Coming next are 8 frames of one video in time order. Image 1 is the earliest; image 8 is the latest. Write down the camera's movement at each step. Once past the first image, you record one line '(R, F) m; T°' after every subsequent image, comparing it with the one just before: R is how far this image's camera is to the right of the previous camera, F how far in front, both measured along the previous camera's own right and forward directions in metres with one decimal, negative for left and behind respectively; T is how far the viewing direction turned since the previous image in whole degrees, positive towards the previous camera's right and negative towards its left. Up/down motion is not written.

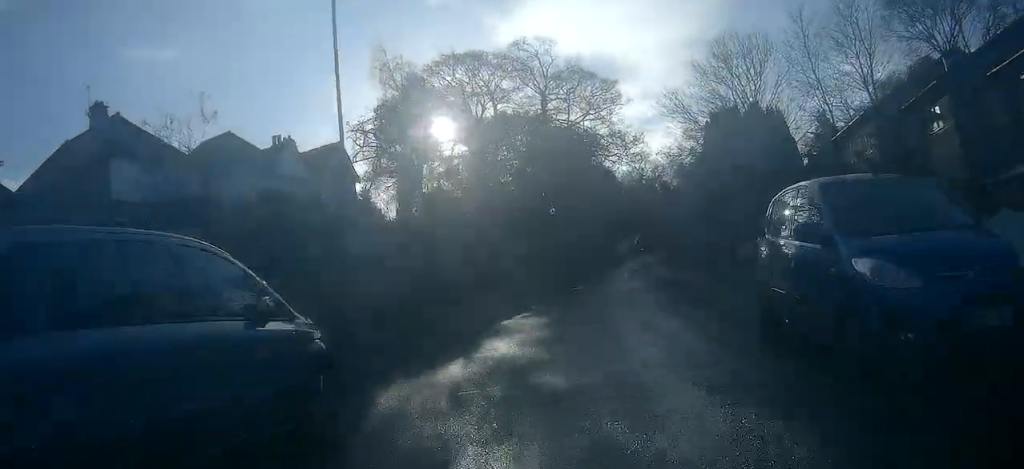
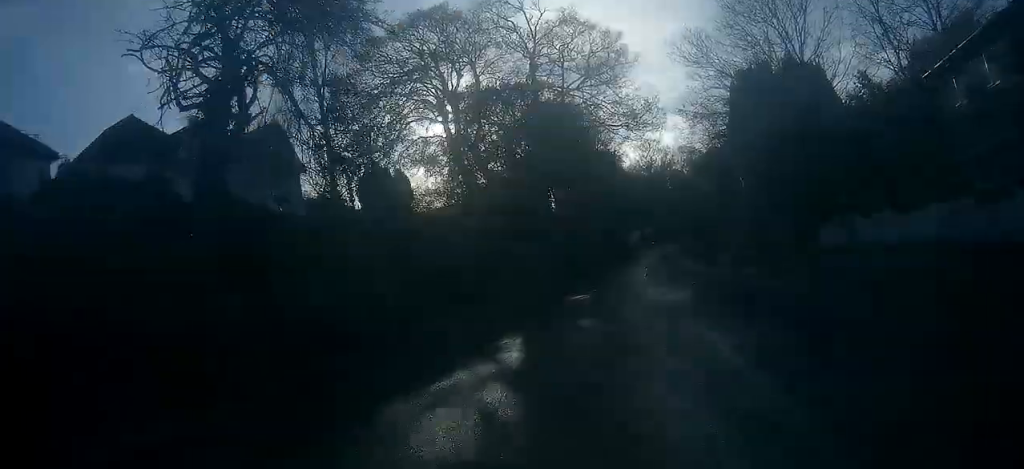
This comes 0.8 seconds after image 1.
(0.0, +9.2) m; 0°
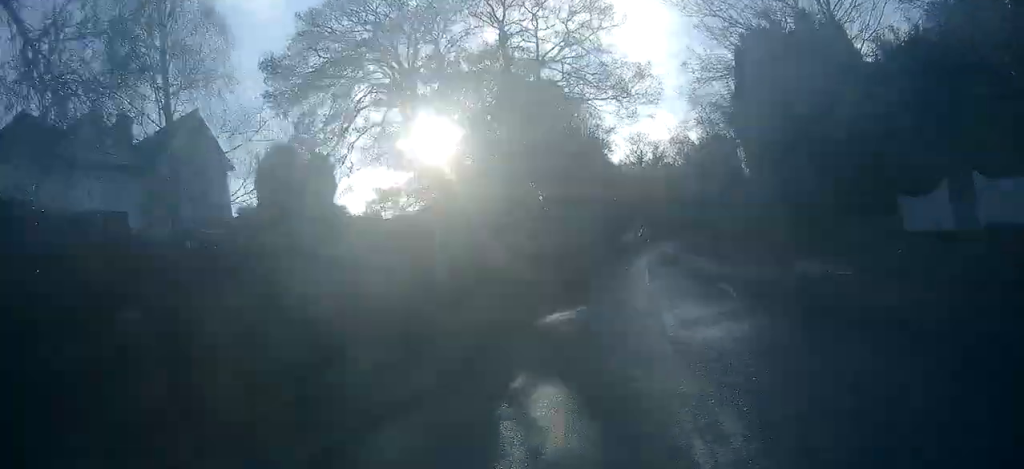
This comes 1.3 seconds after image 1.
(0.0, +6.4) m; +1°
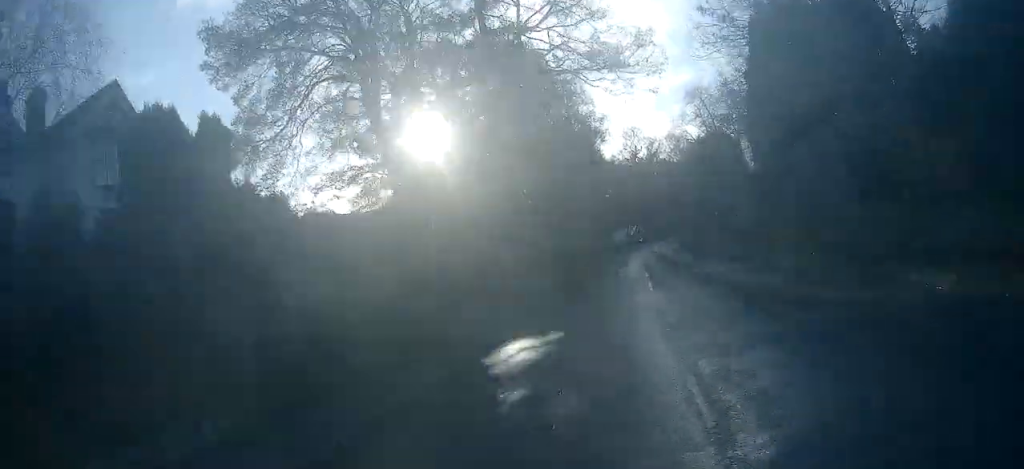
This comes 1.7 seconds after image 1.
(-0.1, +5.1) m; +1°
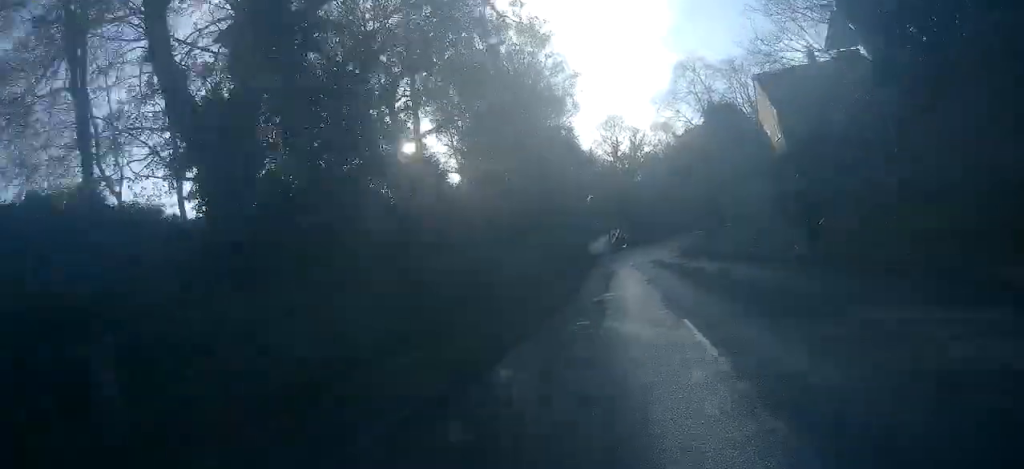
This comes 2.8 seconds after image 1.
(+0.6, +14.8) m; +3°
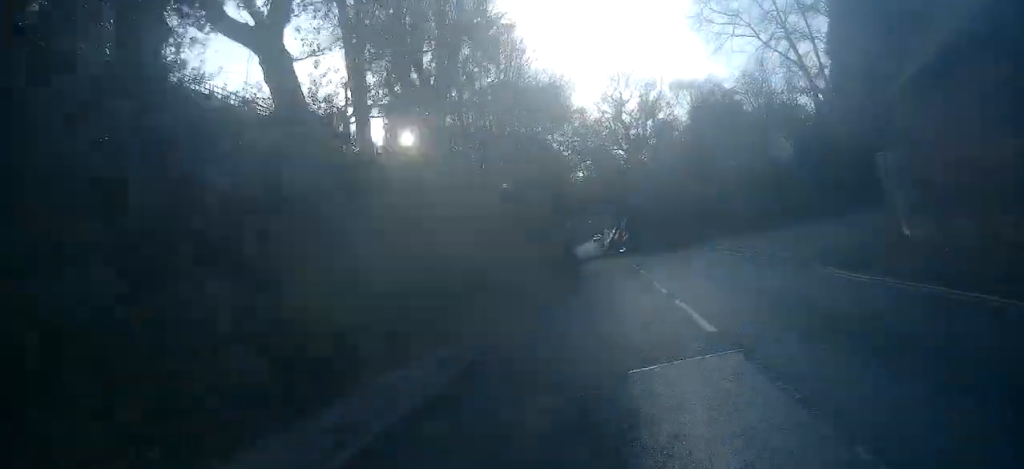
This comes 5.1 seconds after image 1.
(0.0, +31.5) m; 0°
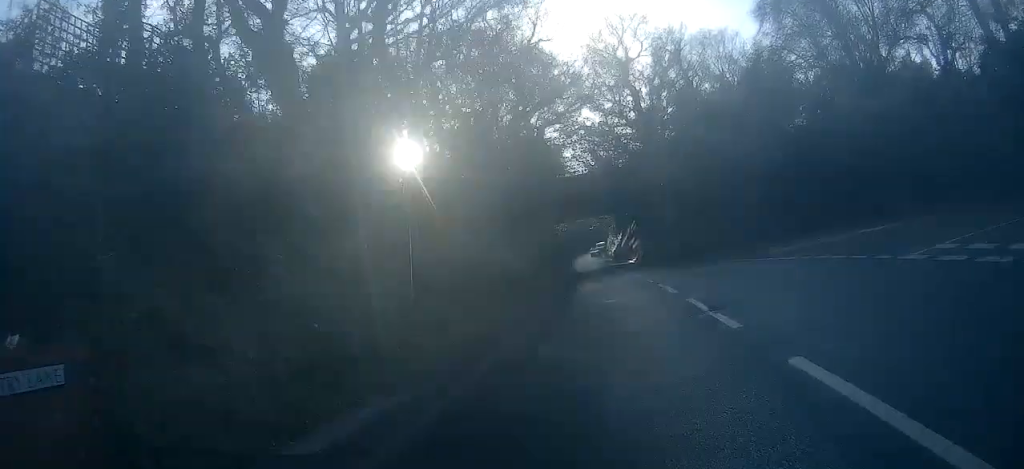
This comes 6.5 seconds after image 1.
(0.0, +18.0) m; 0°
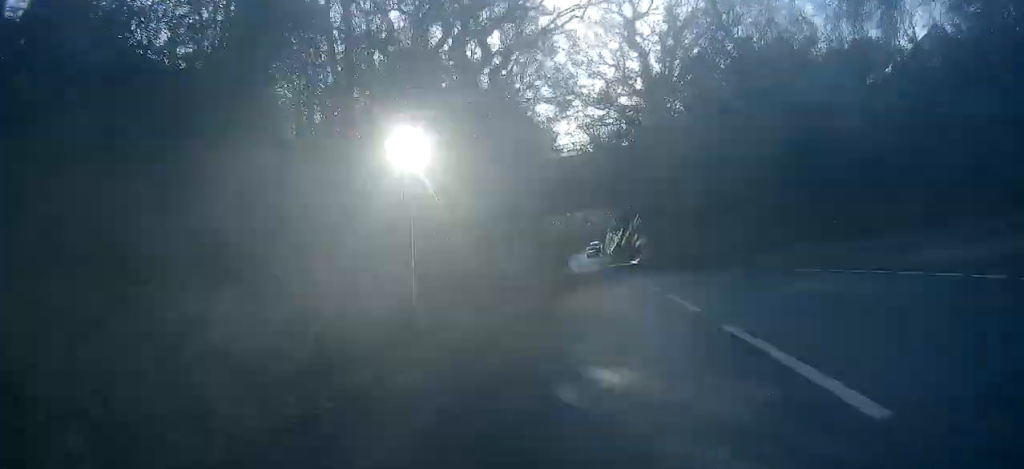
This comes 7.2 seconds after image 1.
(0.0, +9.4) m; 0°
